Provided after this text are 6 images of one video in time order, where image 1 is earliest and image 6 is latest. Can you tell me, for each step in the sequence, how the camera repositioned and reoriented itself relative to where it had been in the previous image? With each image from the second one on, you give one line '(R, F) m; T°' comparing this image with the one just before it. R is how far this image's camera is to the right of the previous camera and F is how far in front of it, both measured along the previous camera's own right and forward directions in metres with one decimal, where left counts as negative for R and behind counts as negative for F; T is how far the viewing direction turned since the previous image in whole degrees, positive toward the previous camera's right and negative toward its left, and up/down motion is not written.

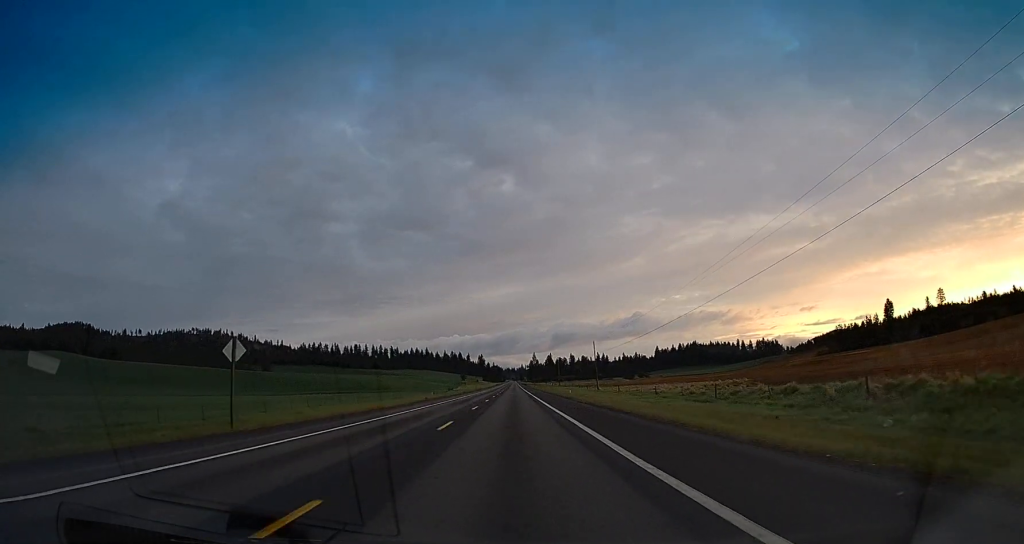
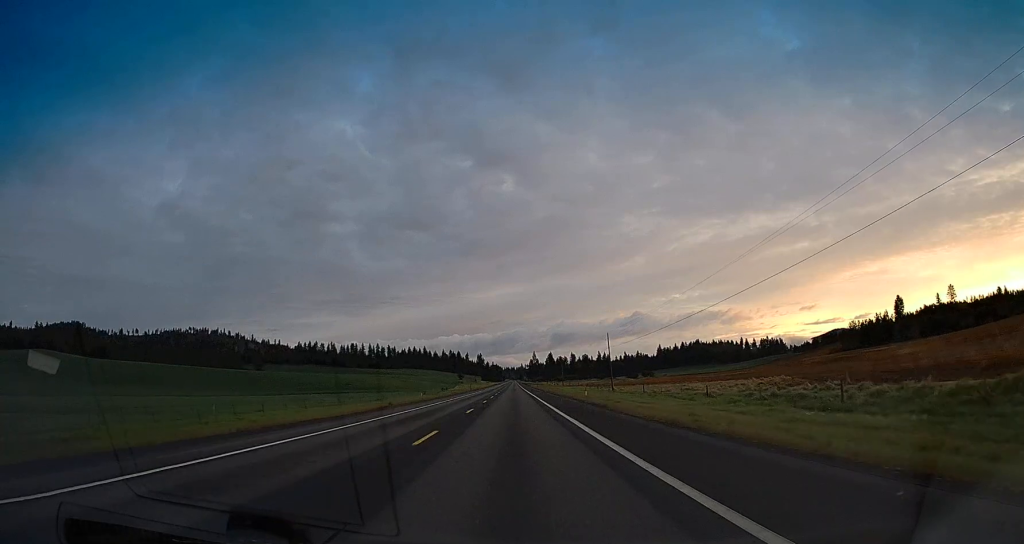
(+0.1, +20.0) m; 0°
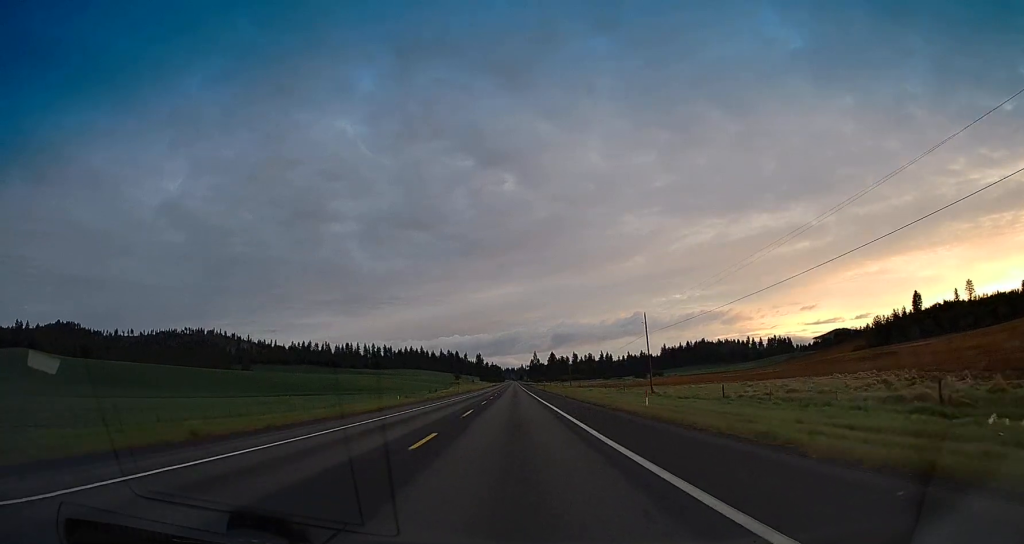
(+0.2, +31.6) m; +1°
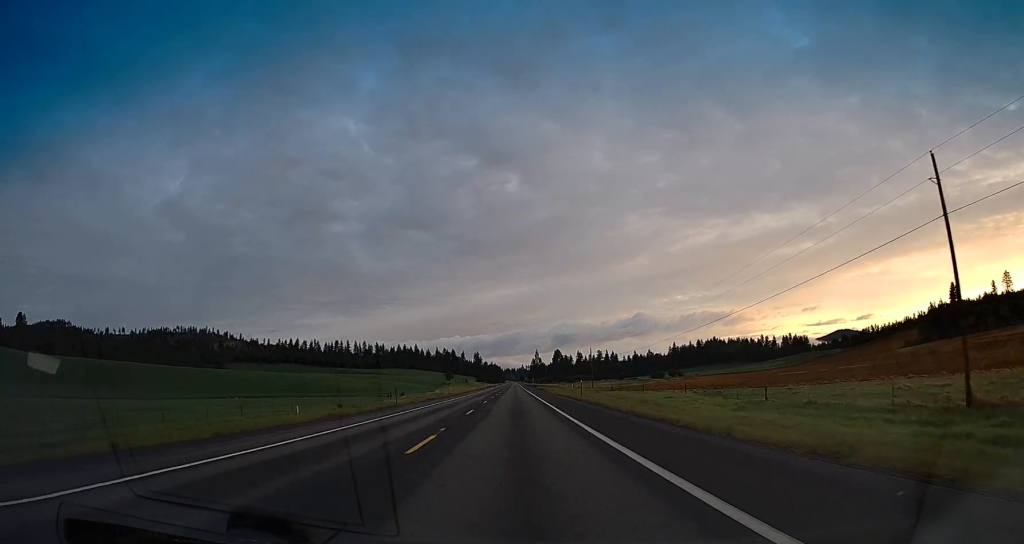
(0.0, +56.6) m; -1°
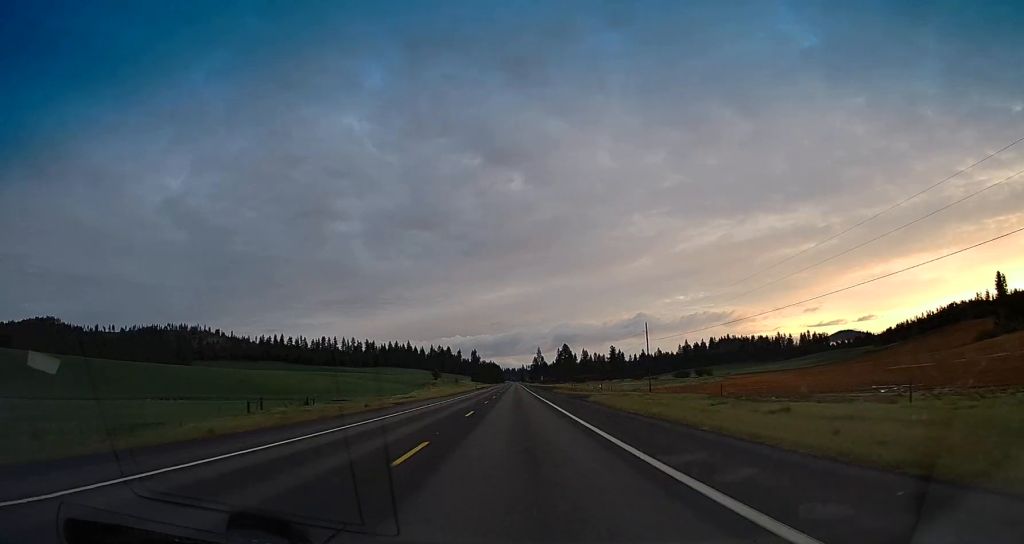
(-0.5, +58.5) m; 0°
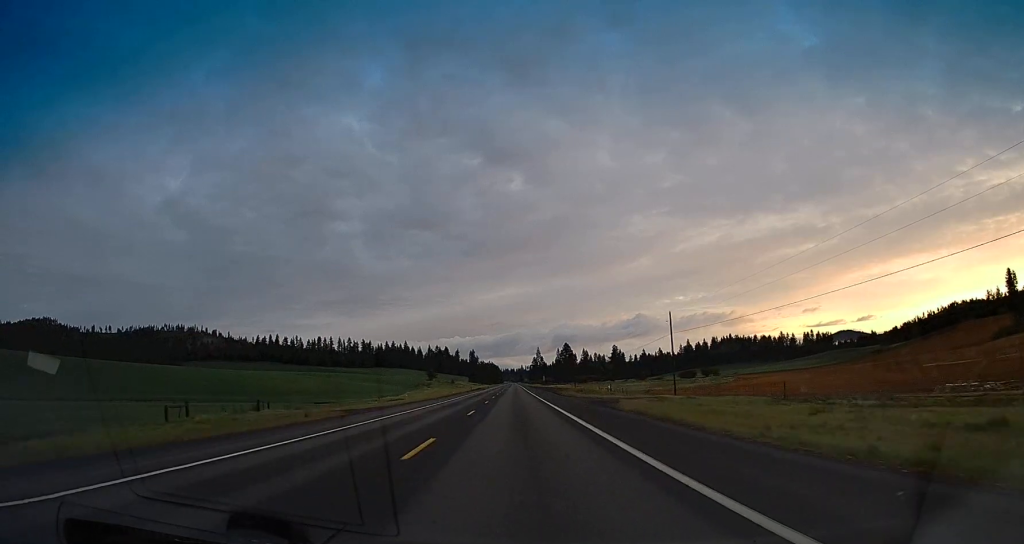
(0.0, +12.8) m; 0°
